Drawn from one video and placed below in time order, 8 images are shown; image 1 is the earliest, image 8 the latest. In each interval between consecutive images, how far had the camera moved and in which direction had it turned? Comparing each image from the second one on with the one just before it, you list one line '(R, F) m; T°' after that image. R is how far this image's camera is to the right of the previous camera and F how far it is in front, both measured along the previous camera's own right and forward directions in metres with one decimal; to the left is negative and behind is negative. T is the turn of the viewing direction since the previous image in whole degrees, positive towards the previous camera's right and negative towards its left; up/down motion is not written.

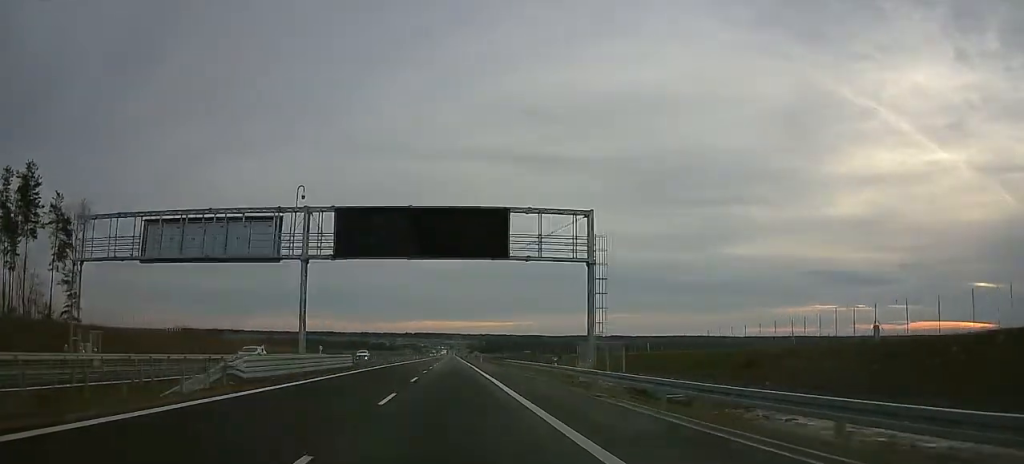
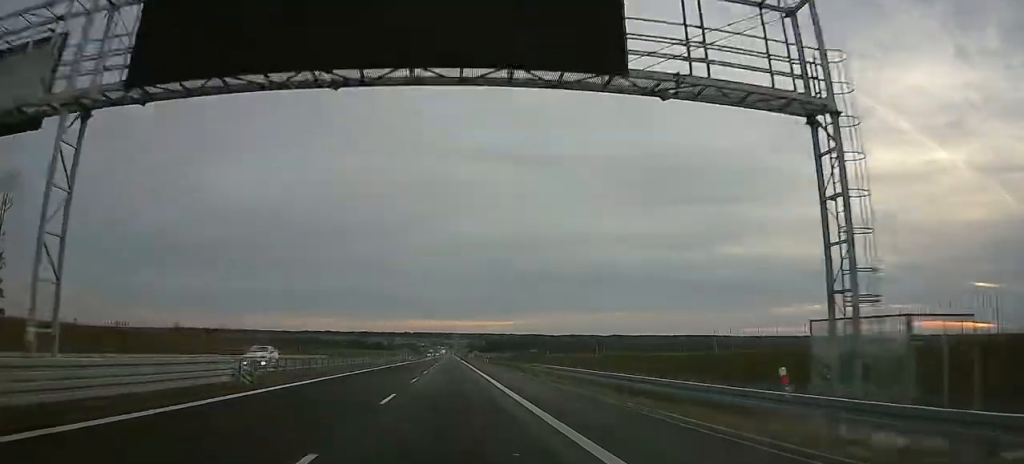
(0.0, +23.7) m; 0°
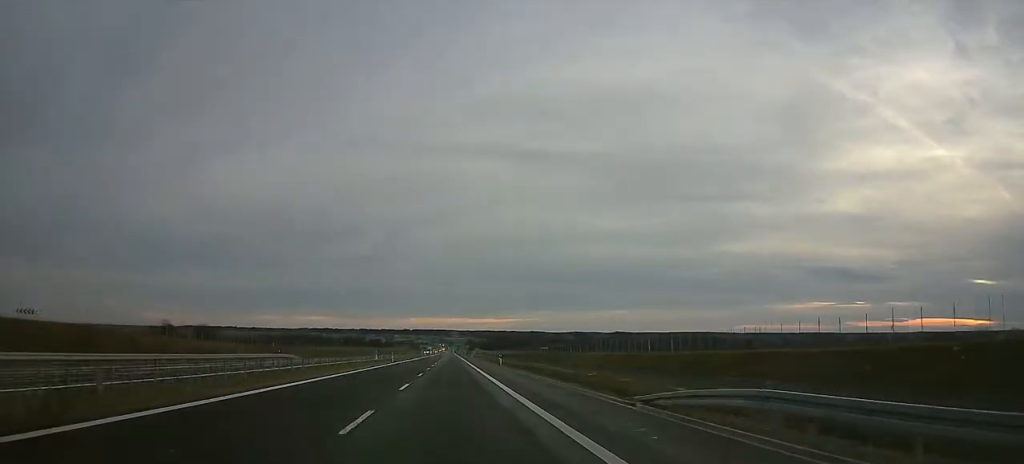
(0.0, +30.0) m; 0°
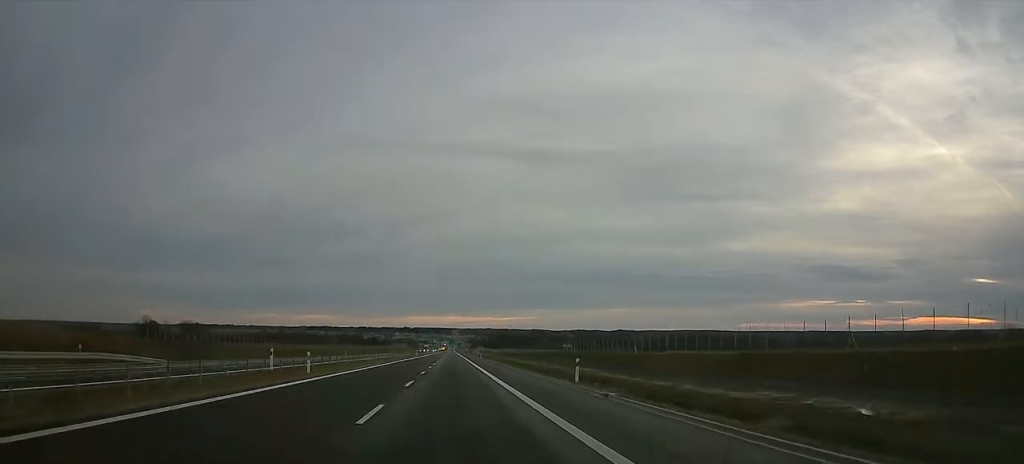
(0.0, +46.4) m; 0°
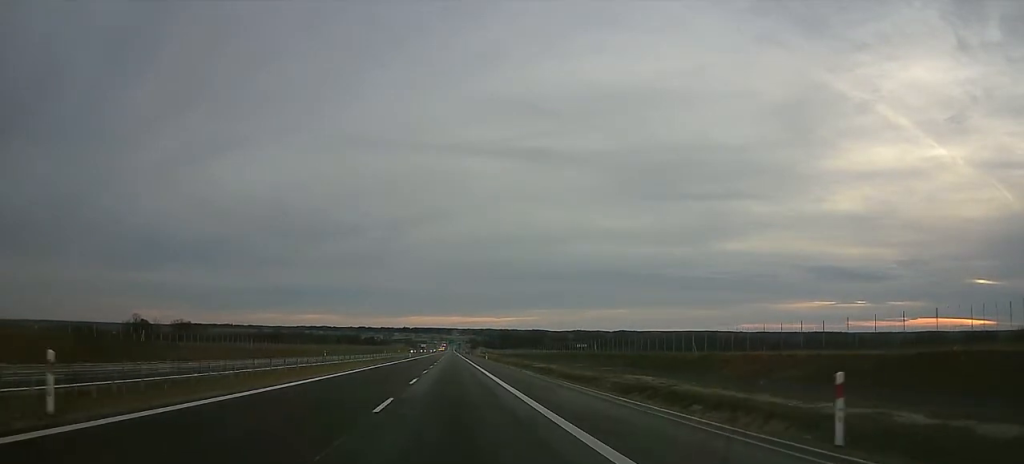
(0.0, +21.6) m; 0°
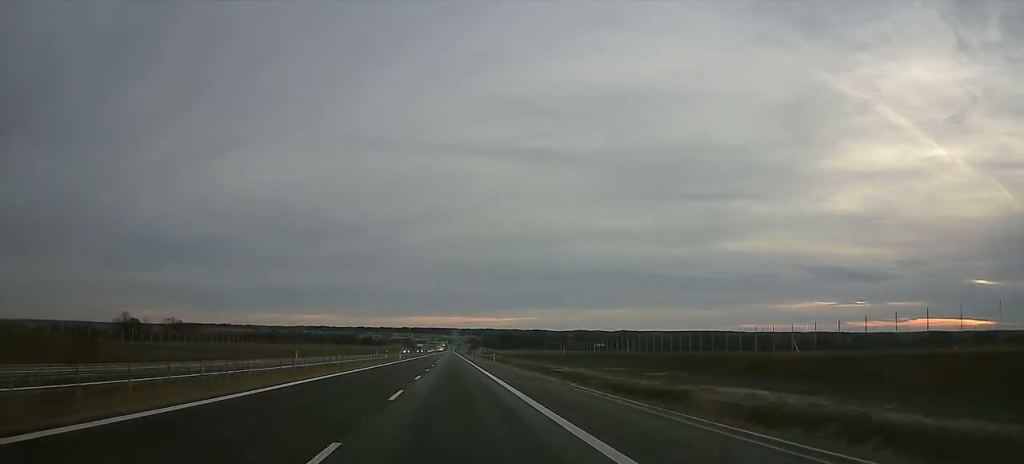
(0.0, +20.6) m; +1°
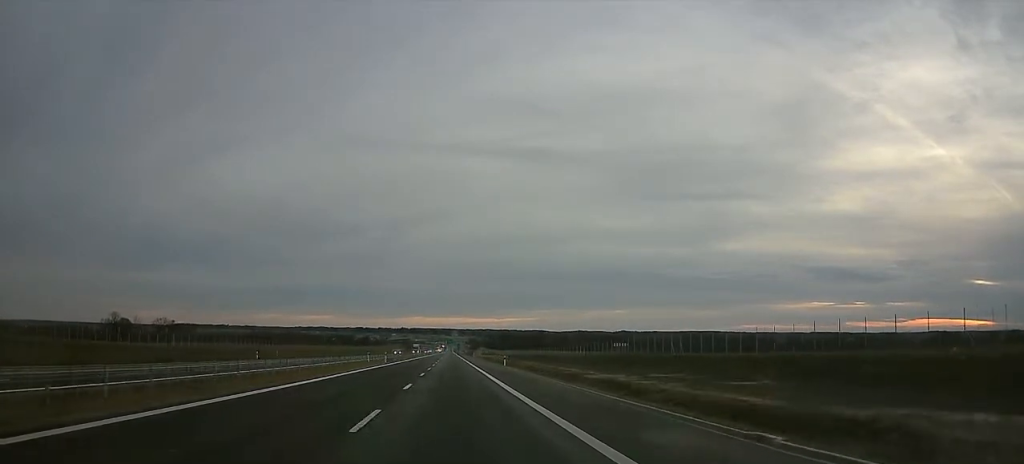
(-0.2, +18.5) m; +1°
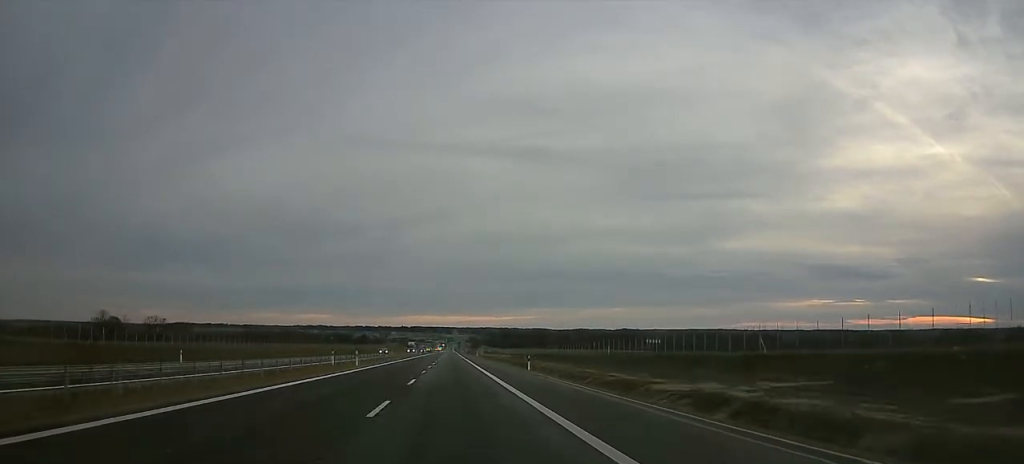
(+0.6, +21.7) m; 0°
